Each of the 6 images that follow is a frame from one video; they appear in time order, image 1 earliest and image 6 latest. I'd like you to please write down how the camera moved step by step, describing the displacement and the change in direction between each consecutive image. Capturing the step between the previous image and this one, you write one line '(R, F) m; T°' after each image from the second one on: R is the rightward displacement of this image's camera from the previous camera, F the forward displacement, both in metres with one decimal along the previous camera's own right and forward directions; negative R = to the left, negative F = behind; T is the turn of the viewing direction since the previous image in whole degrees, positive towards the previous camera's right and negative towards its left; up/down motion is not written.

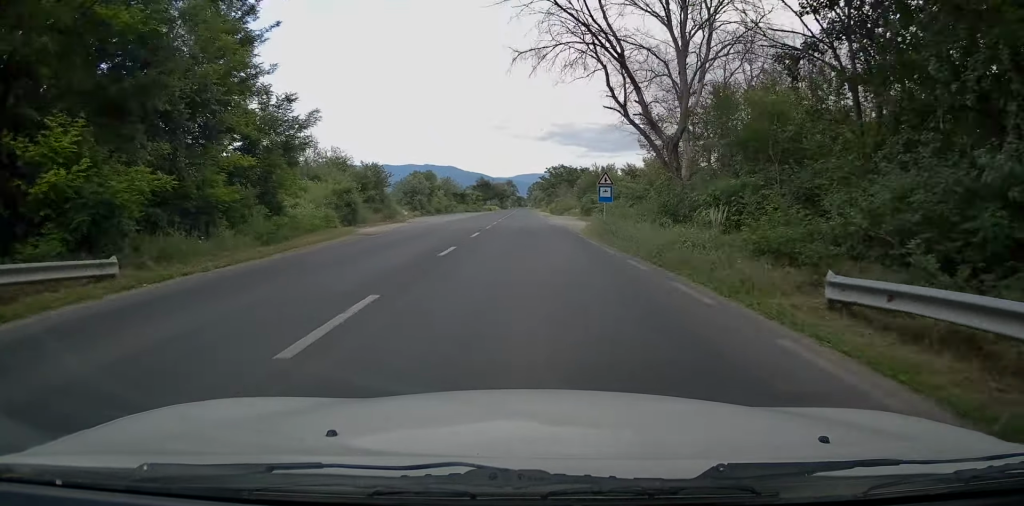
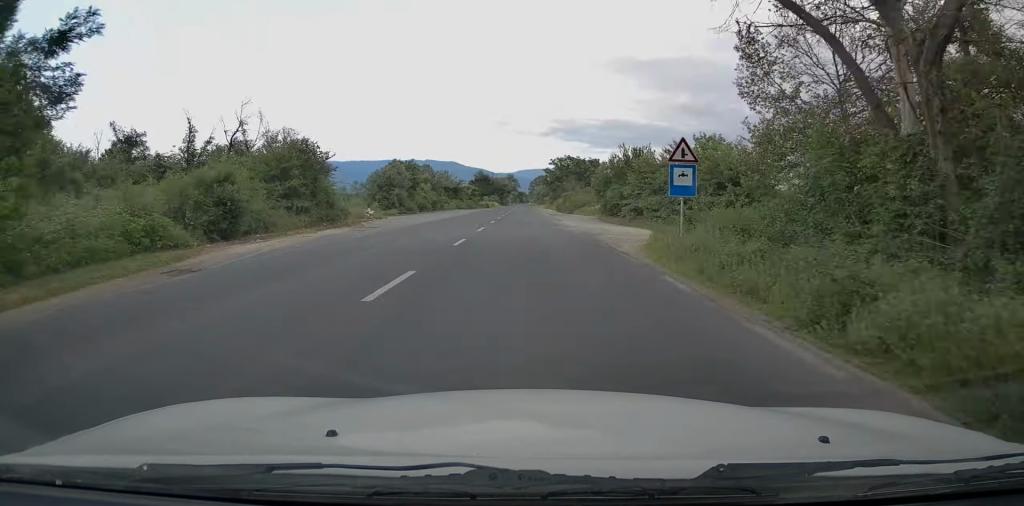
(0.0, +15.3) m; 0°
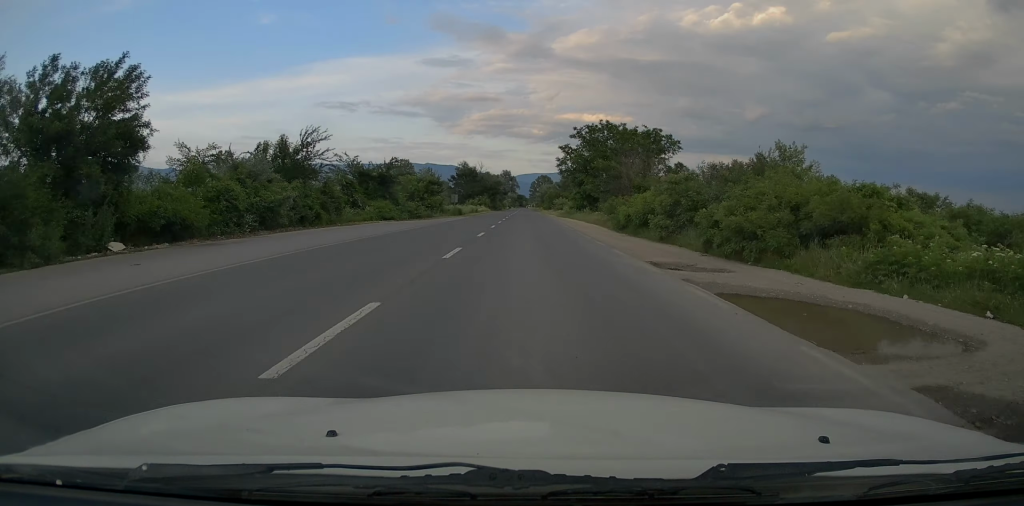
(+0.1, +57.0) m; 0°
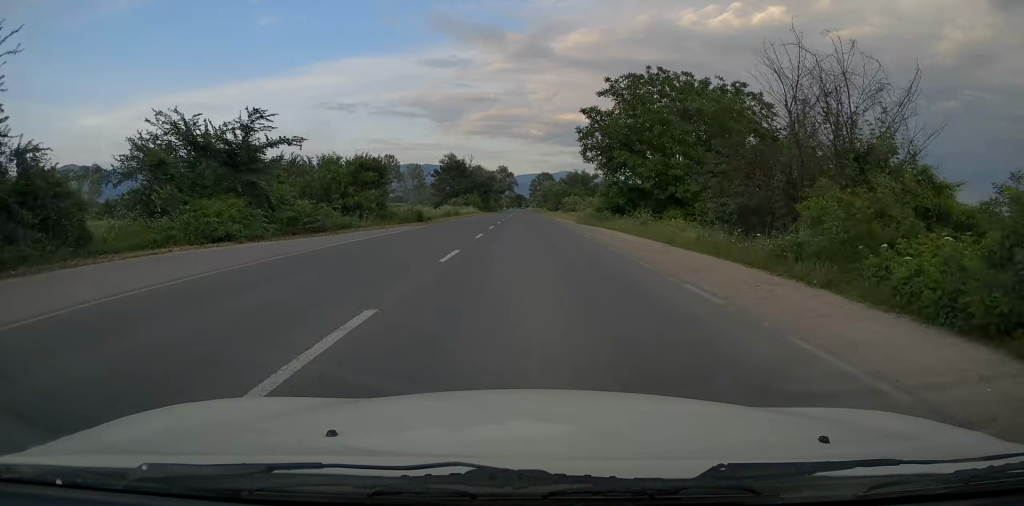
(-0.1, +27.6) m; -1°
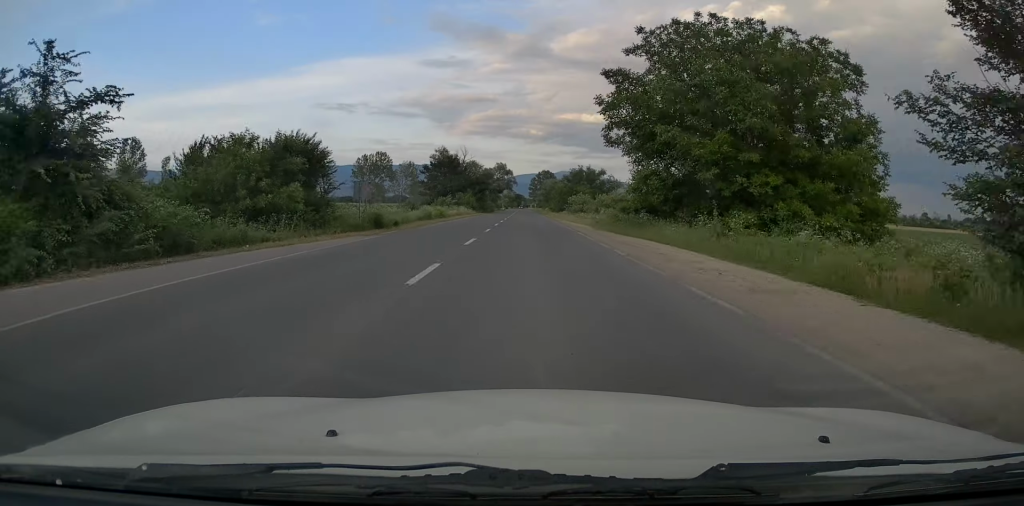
(-0.2, +12.5) m; 0°
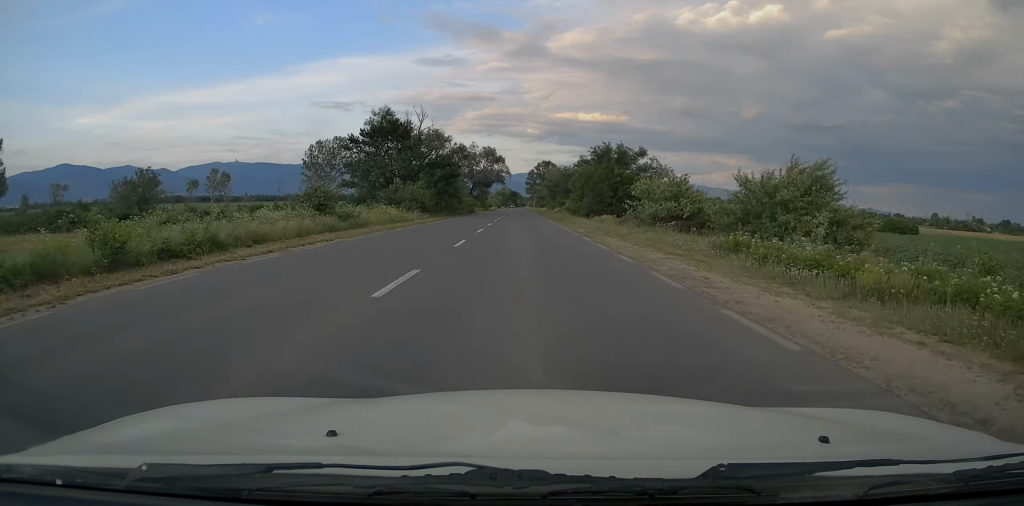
(+0.6, +46.1) m; +1°
